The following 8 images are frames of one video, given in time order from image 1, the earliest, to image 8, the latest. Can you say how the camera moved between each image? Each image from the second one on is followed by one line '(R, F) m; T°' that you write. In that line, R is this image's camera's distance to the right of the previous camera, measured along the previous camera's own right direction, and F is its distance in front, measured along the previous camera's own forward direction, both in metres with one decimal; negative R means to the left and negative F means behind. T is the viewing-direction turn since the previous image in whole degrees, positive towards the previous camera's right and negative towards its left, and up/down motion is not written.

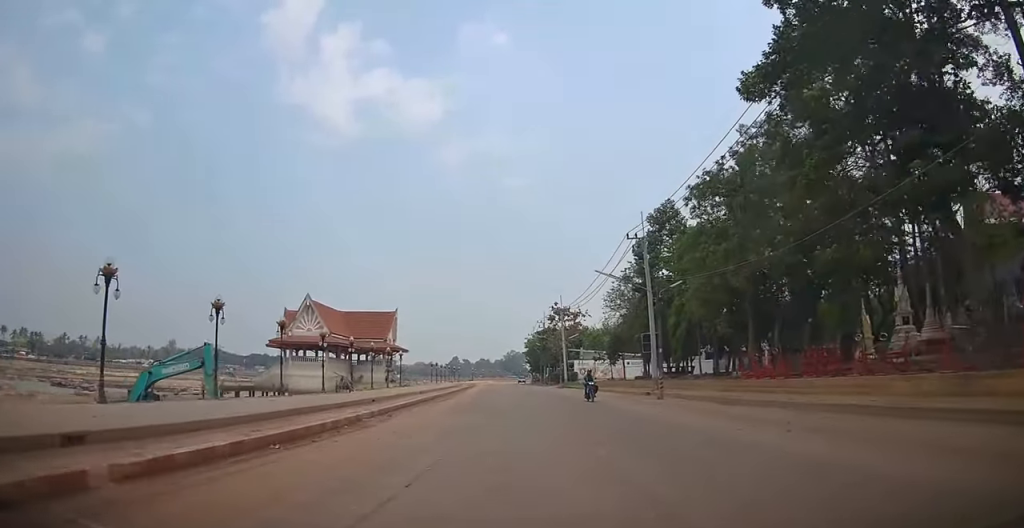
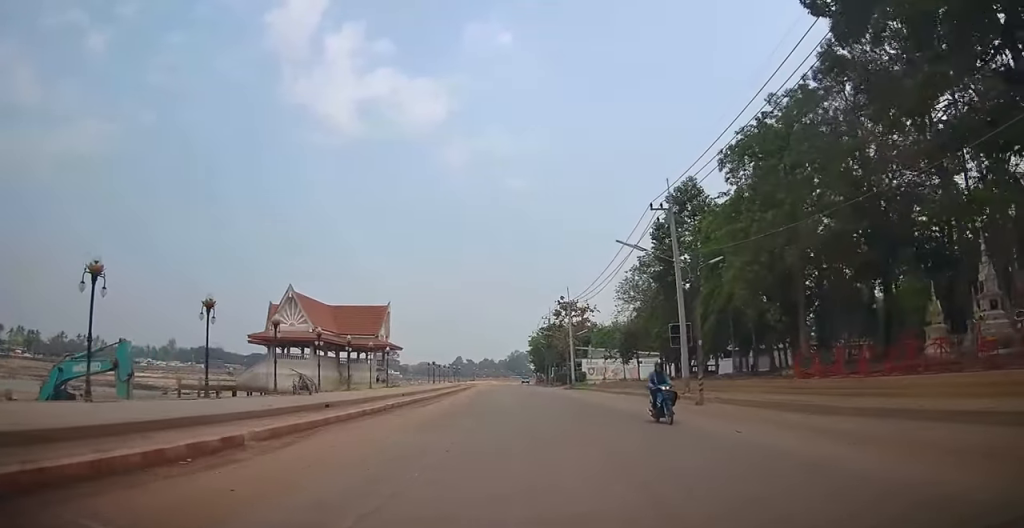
(0.0, +6.9) m; 0°
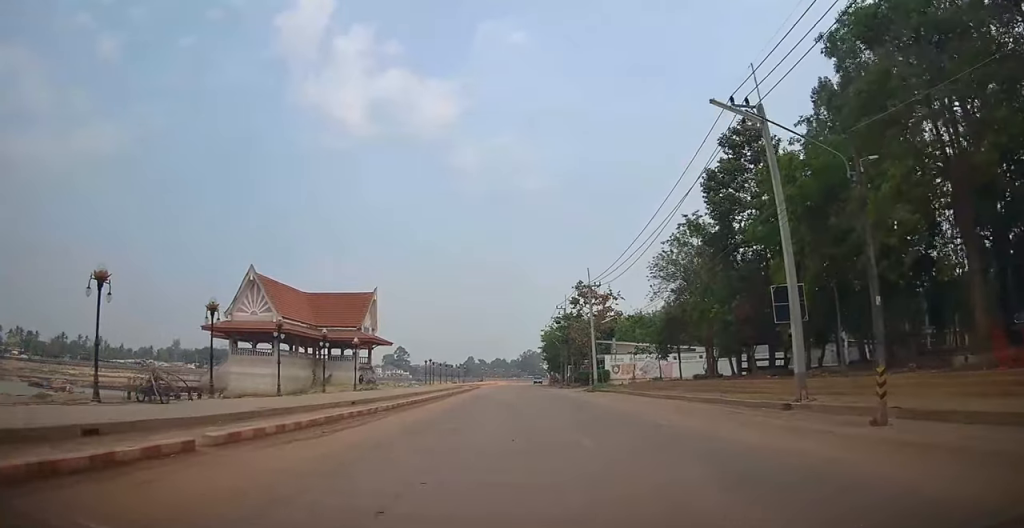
(0.0, +12.7) m; 0°
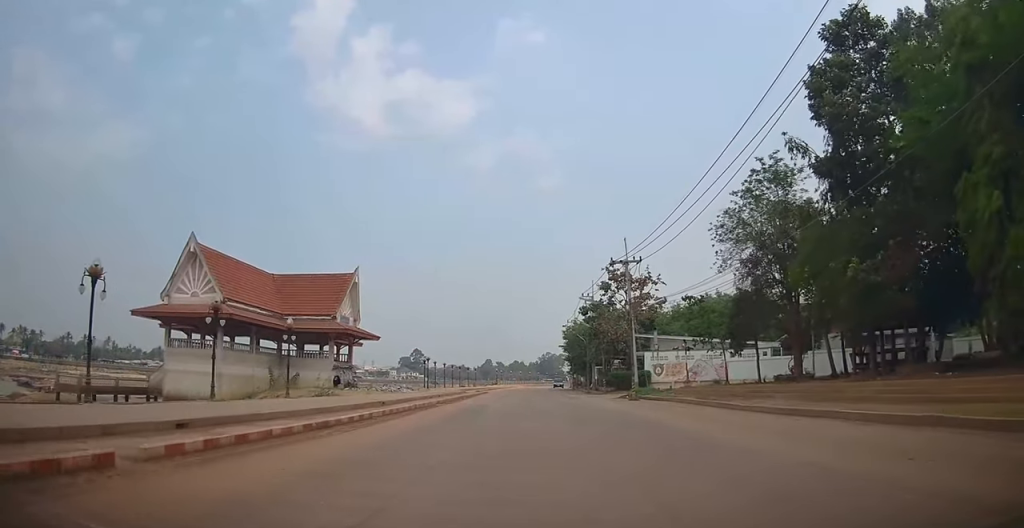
(0.0, +13.4) m; 0°
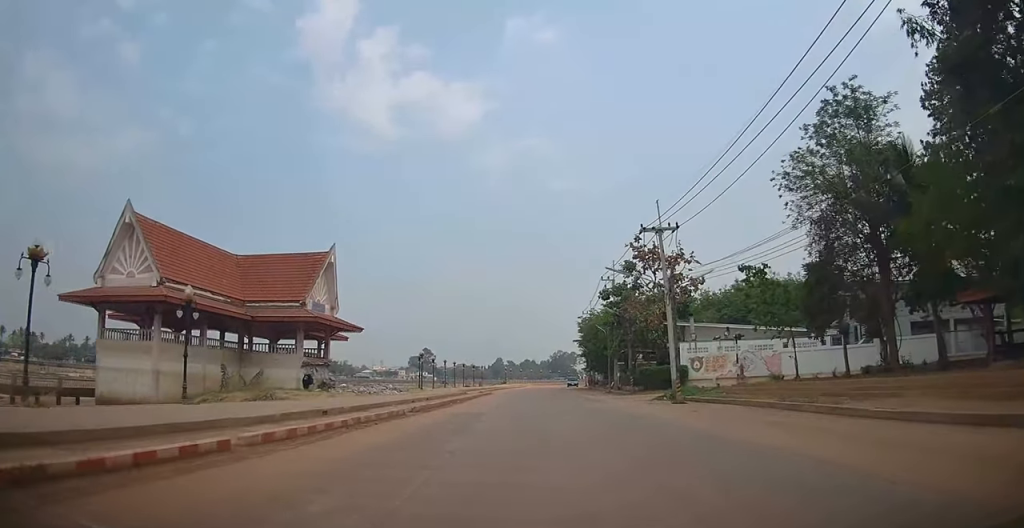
(0.0, +9.1) m; 0°
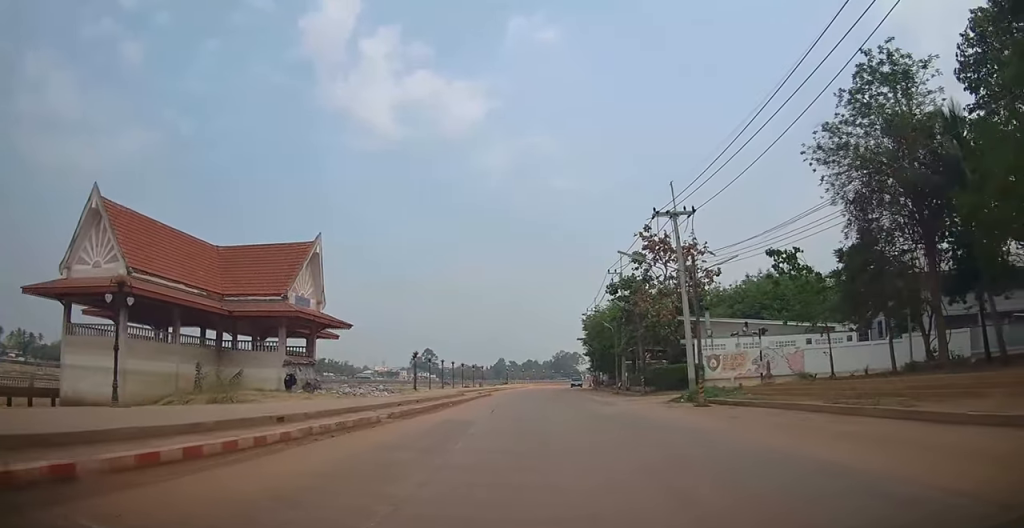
(0.0, +3.5) m; 0°
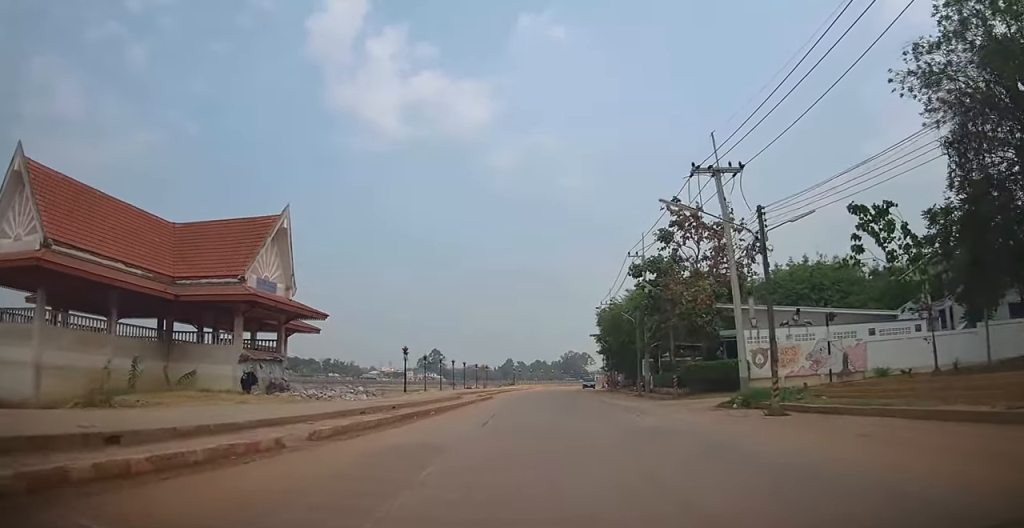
(0.0, +7.0) m; -2°
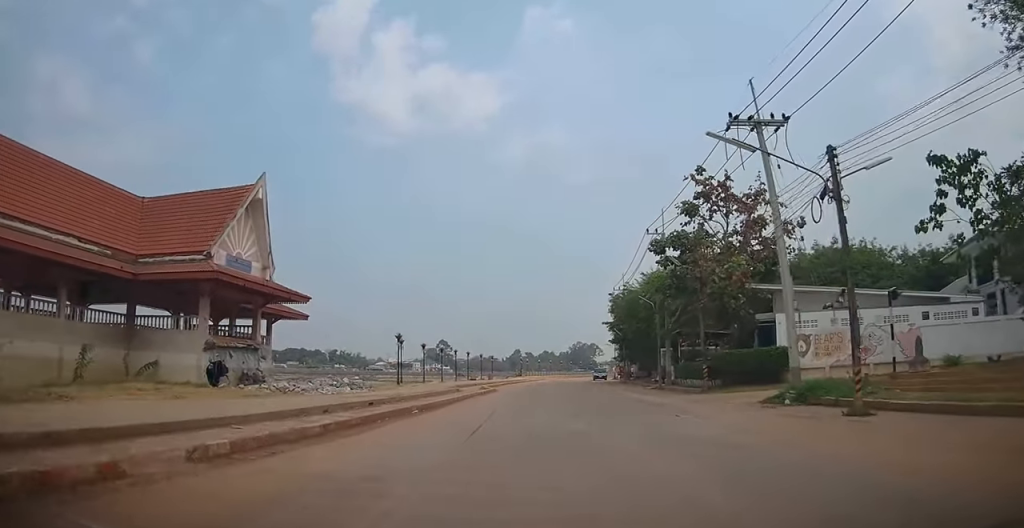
(0.0, +4.3) m; -3°
